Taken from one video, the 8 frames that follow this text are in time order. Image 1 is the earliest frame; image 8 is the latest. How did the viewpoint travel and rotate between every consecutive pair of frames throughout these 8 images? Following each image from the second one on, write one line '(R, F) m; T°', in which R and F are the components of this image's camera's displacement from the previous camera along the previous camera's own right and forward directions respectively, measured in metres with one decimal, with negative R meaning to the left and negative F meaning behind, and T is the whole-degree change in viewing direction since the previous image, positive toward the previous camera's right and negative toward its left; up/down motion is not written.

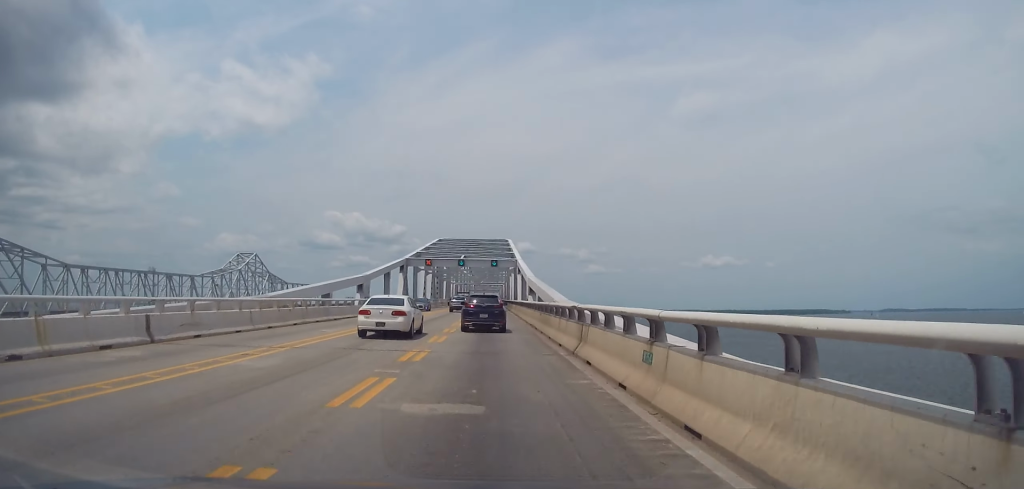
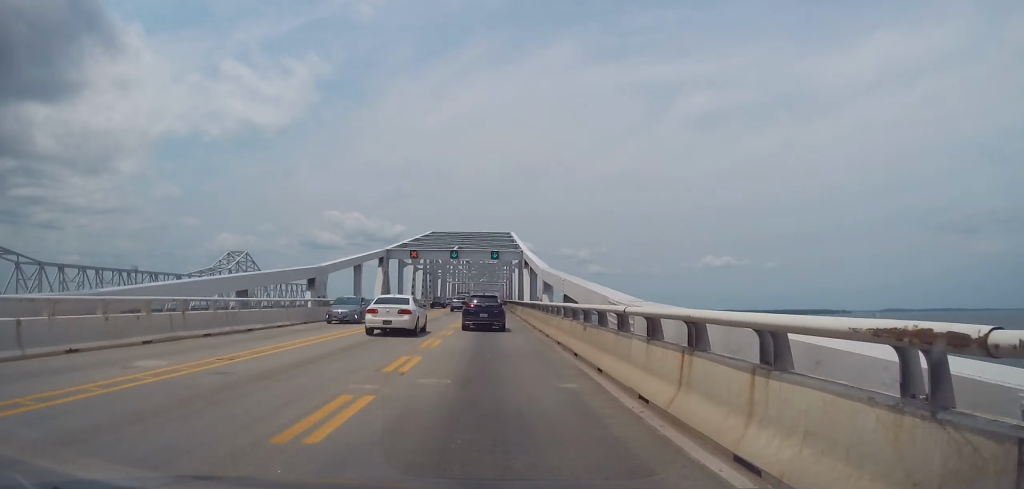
(-0.5, +14.3) m; -1°
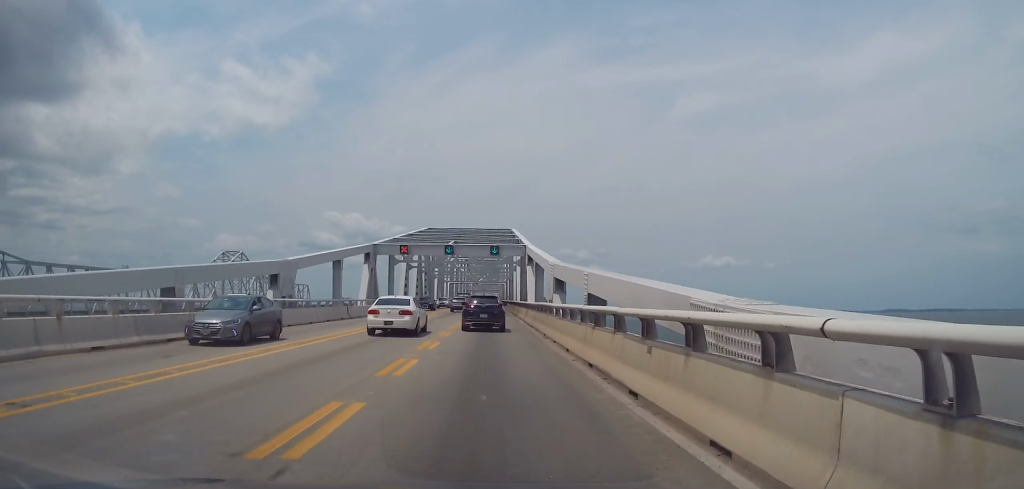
(+0.1, +6.7) m; 0°
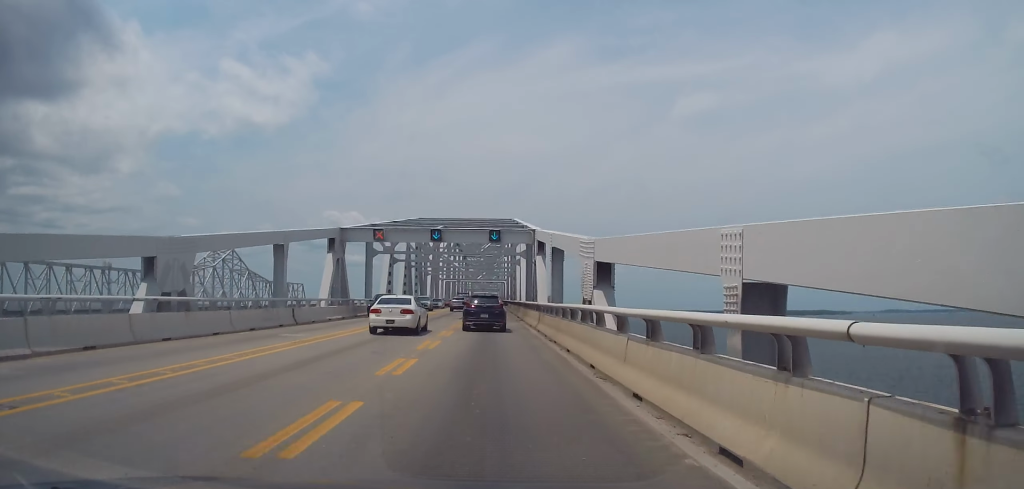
(+0.3, +12.1) m; +1°
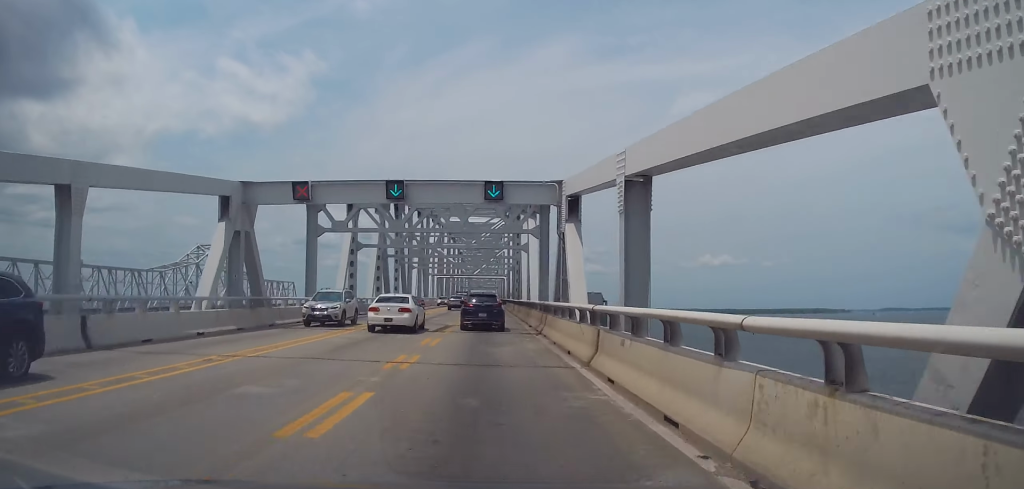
(-0.3, +17.3) m; -2°
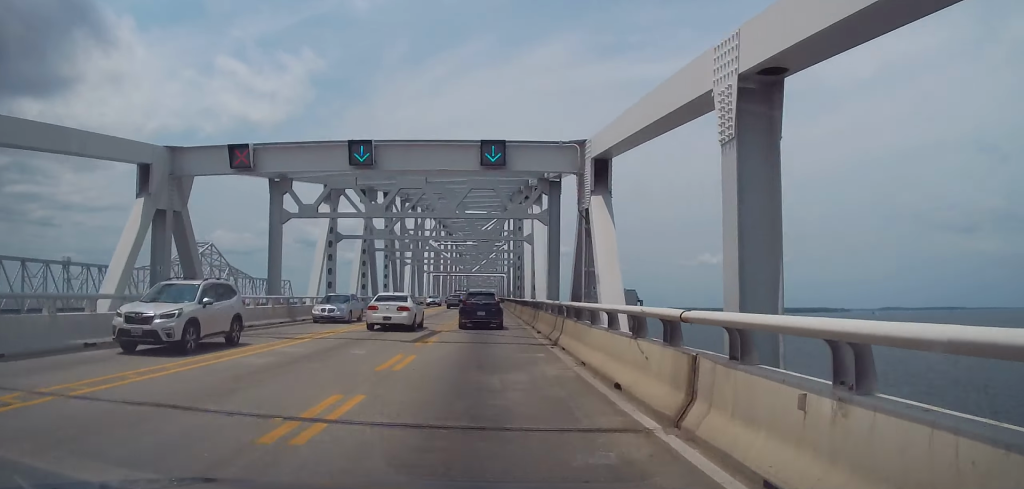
(-0.2, +6.5) m; 0°
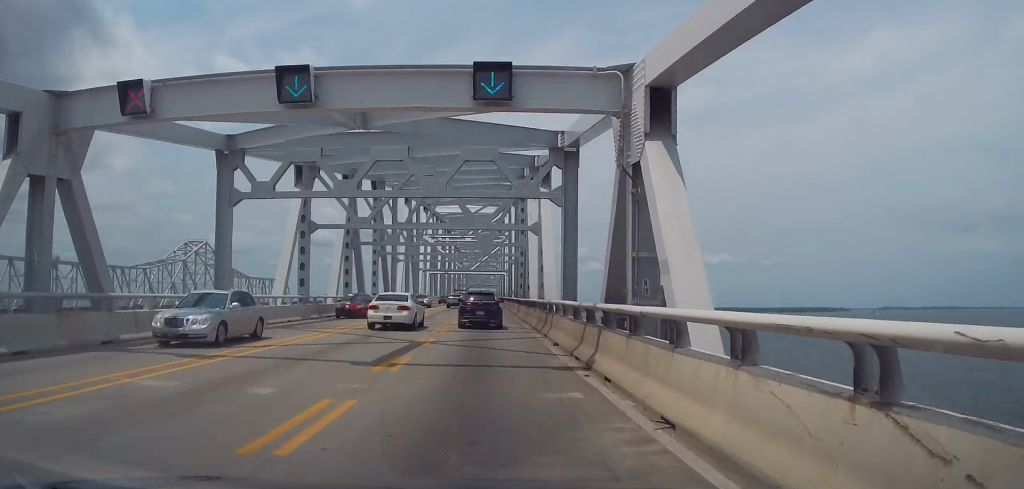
(0.0, +6.5) m; 0°
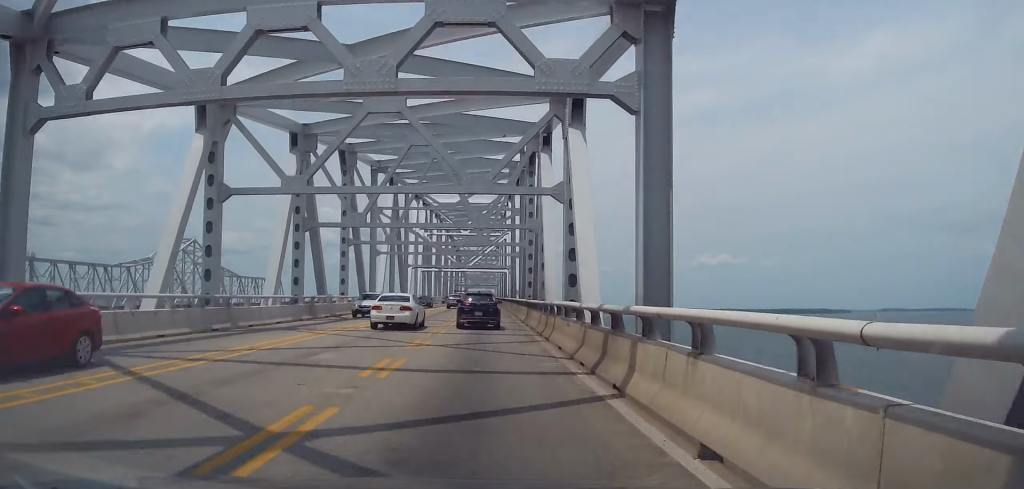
(+0.3, +13.1) m; +1°
